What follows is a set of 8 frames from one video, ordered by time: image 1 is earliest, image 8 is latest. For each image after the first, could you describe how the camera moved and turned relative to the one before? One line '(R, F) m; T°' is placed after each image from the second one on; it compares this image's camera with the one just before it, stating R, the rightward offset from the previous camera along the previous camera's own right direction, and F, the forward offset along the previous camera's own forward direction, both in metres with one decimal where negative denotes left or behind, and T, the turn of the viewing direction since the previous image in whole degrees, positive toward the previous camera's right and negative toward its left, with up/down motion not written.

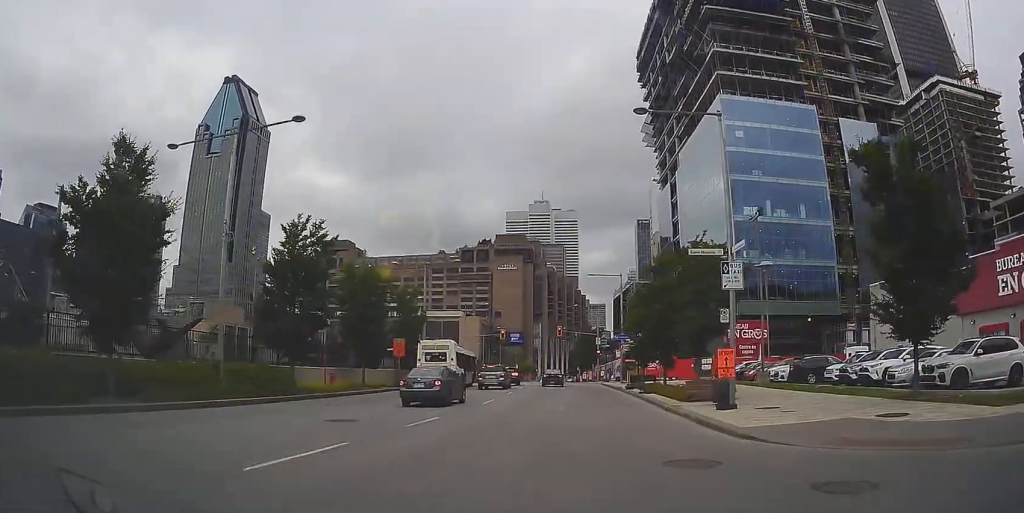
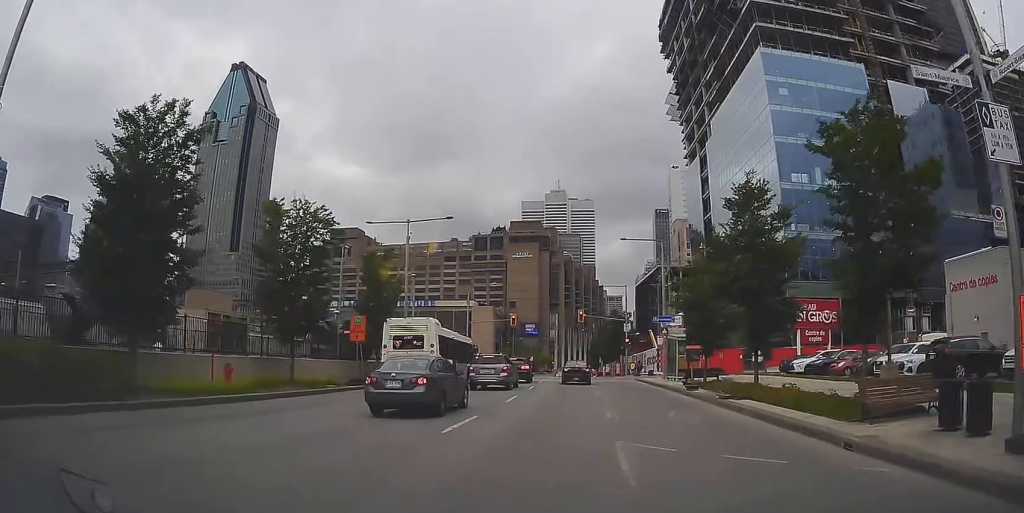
(0.0, +13.0) m; 0°
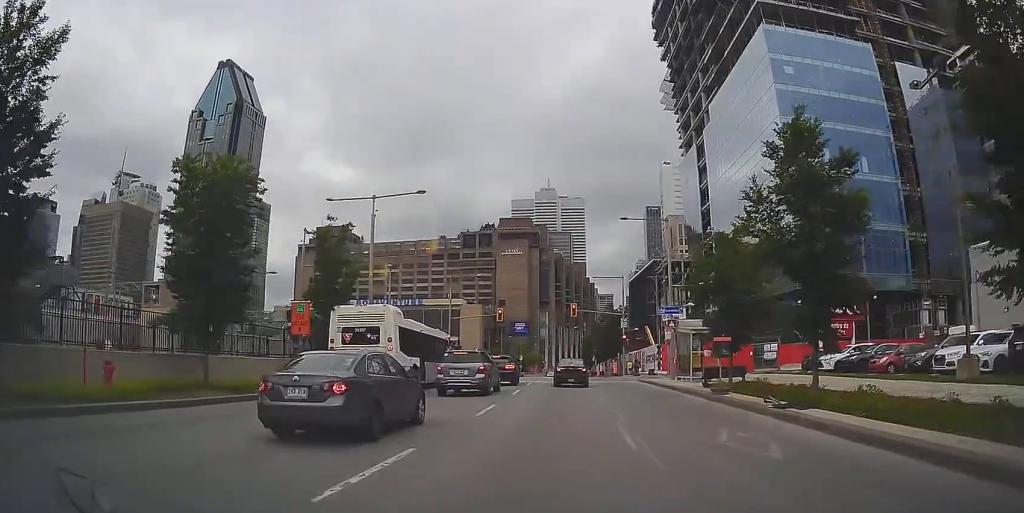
(0.0, +6.4) m; 0°
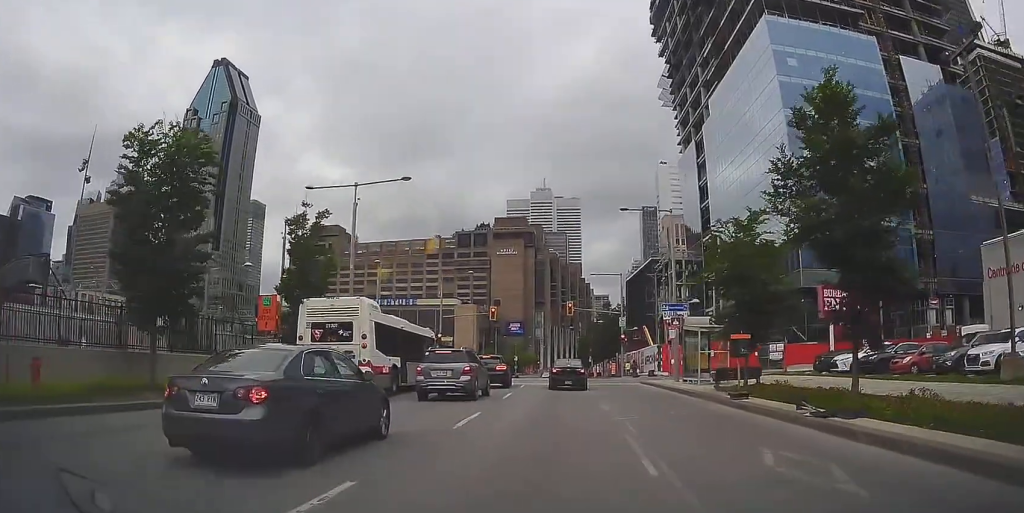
(0.0, +3.1) m; 0°
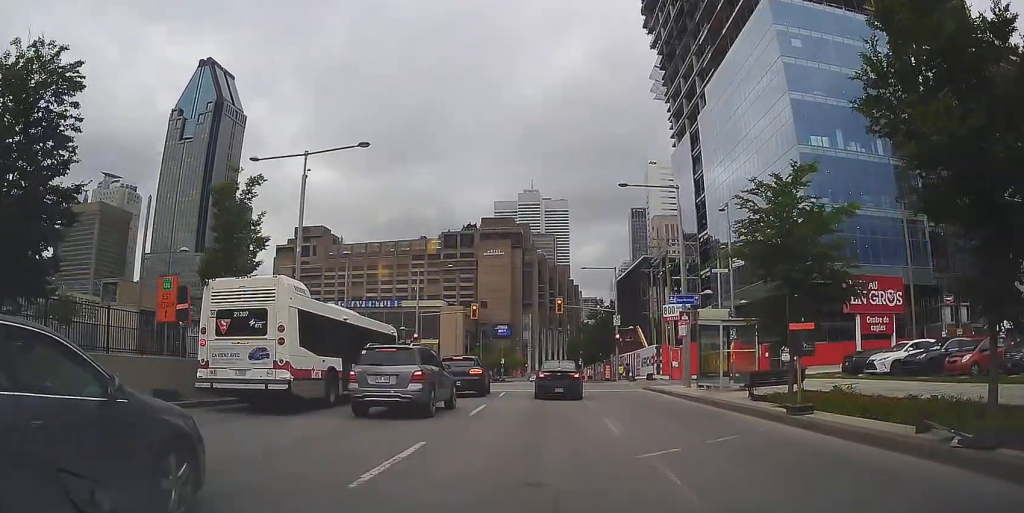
(0.0, +6.9) m; -2°
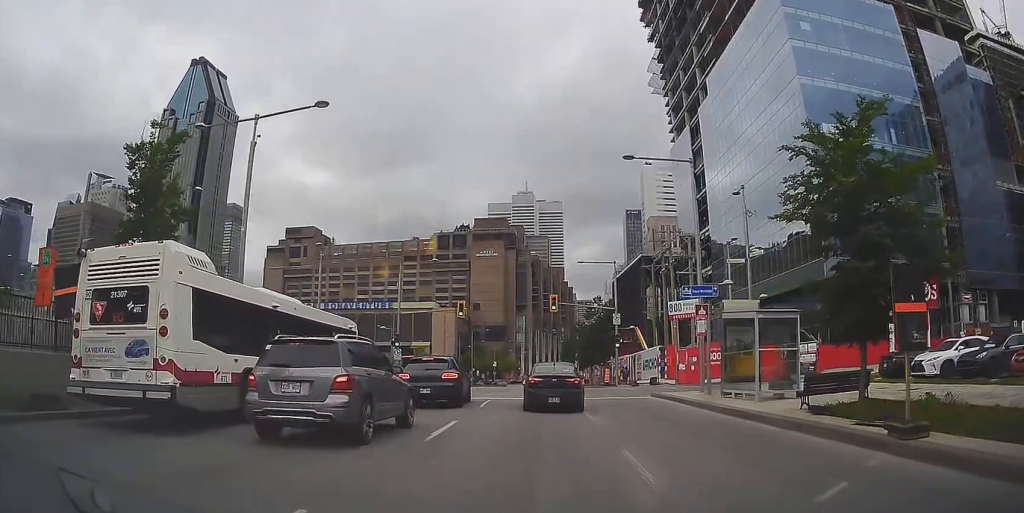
(-0.2, +5.5) m; -3°
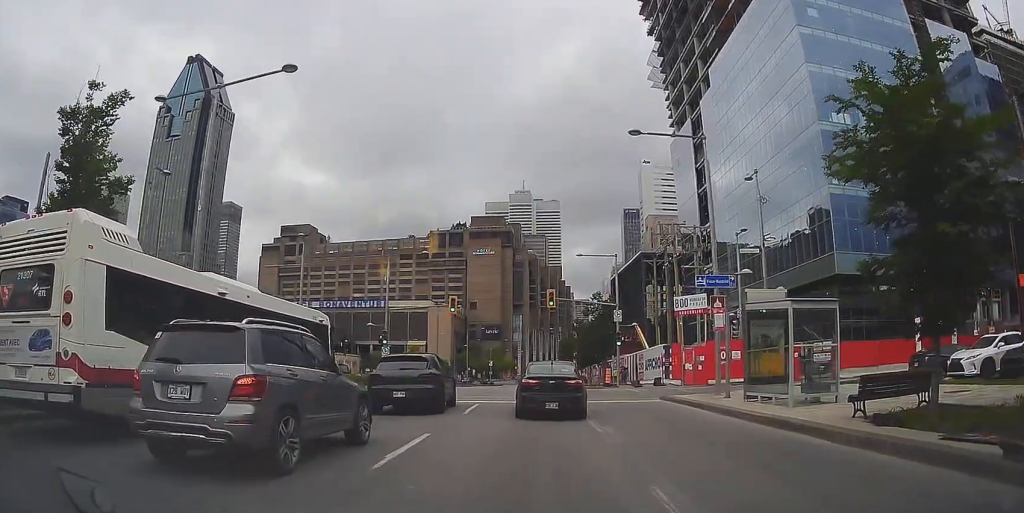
(0.0, +3.0) m; 0°
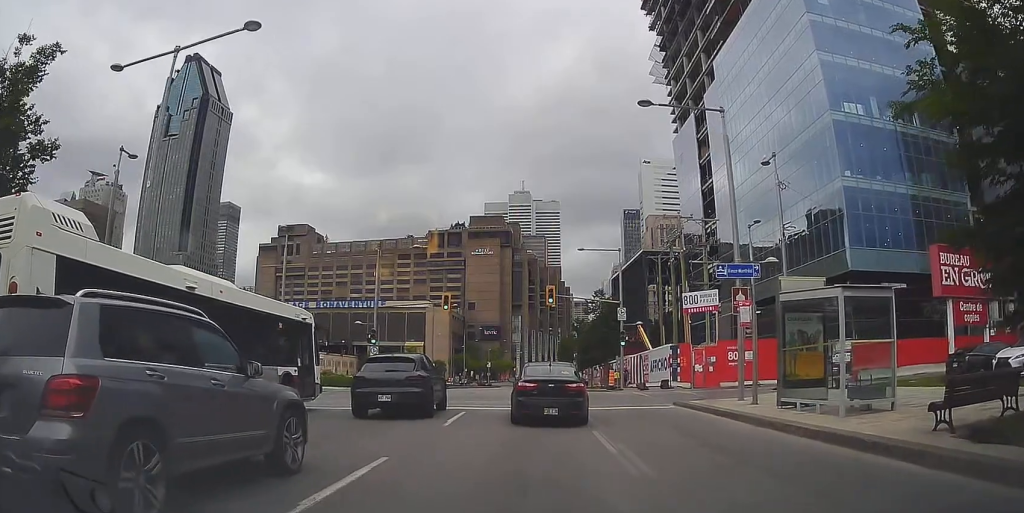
(0.0, +3.3) m; +5°
